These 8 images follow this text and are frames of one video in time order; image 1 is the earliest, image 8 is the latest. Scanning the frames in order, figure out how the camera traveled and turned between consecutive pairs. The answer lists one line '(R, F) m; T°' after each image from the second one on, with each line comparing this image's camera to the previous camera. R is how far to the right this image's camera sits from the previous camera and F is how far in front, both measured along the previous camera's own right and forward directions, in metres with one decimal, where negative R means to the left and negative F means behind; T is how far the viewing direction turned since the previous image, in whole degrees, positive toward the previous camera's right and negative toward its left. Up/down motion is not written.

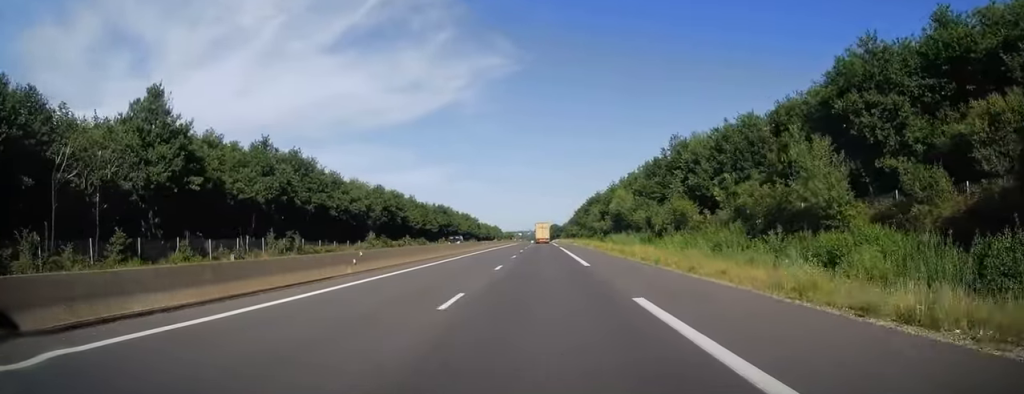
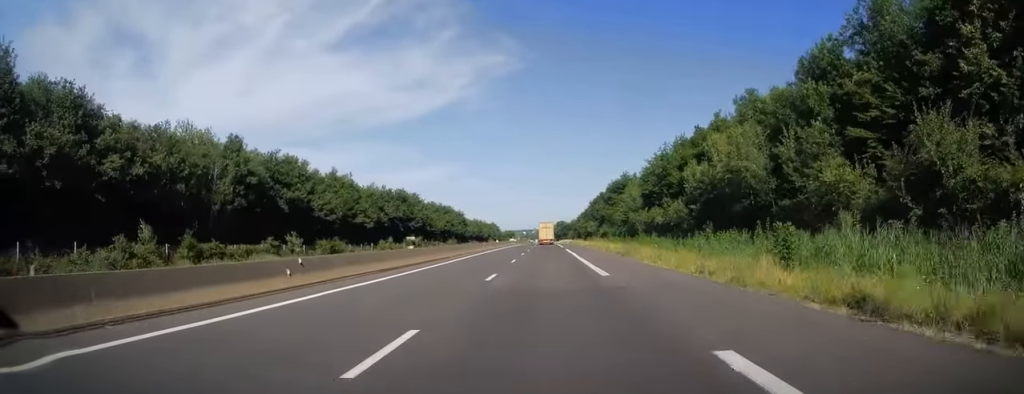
(0.0, +57.6) m; 0°
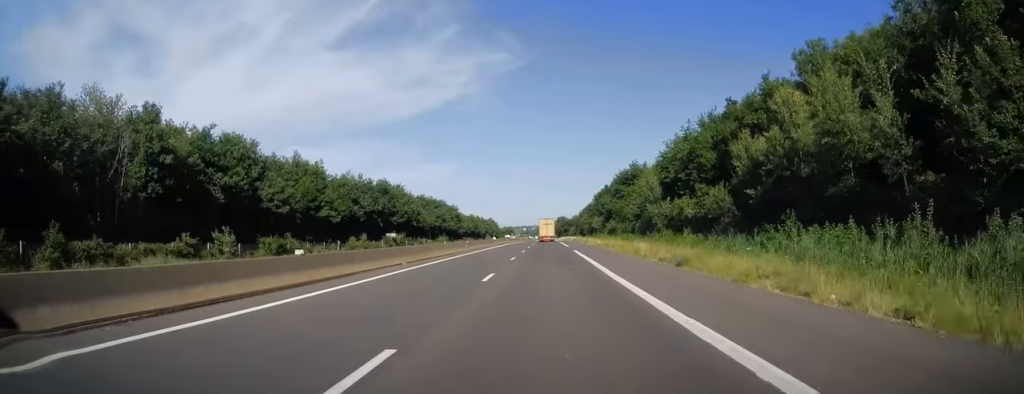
(0.0, +14.7) m; 0°
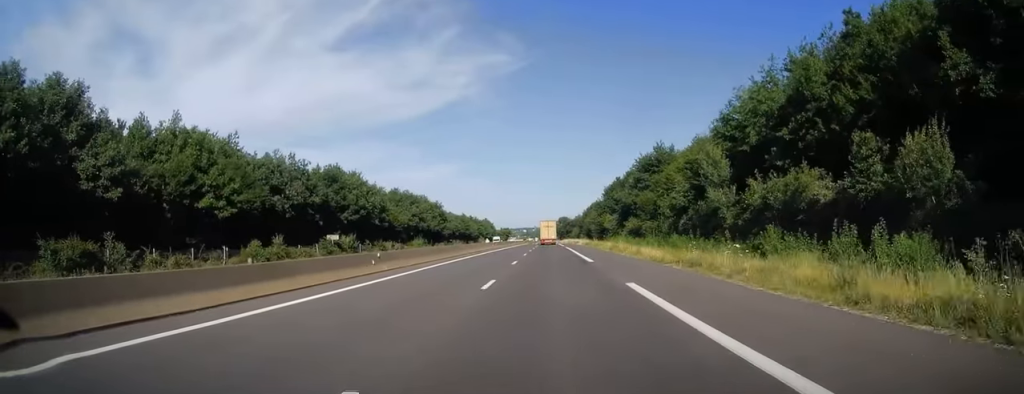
(0.0, +27.9) m; 0°
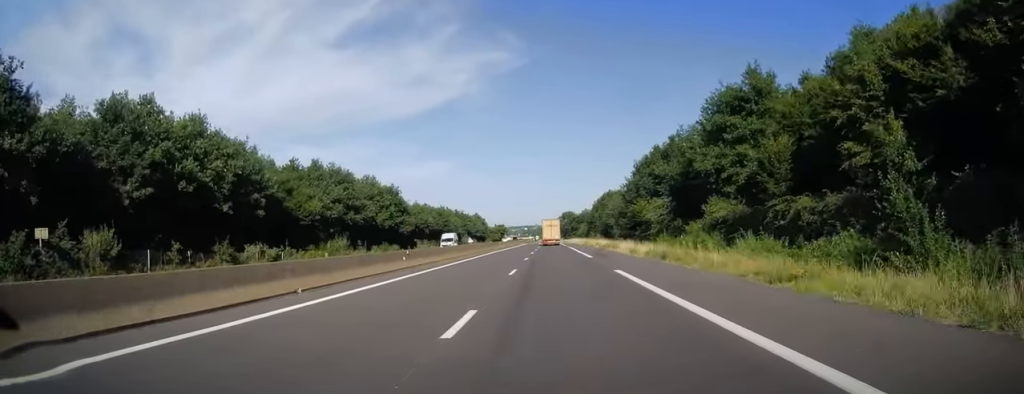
(0.0, +46.5) m; 0°
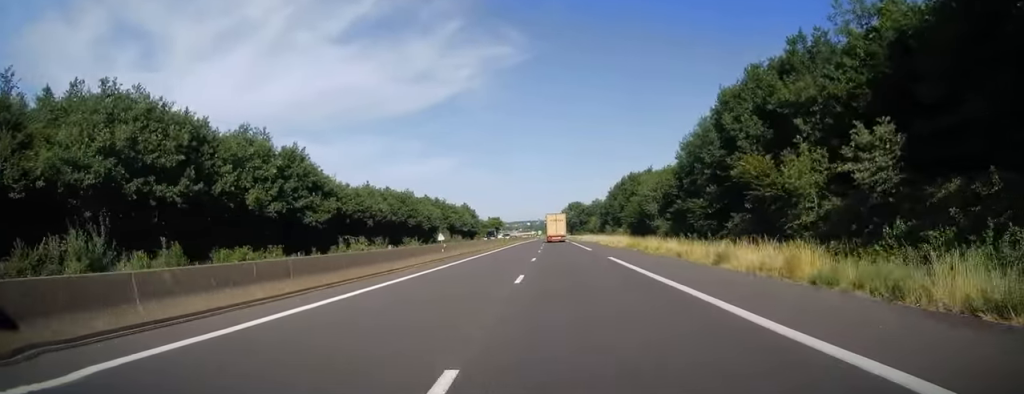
(-0.4, +44.1) m; -1°
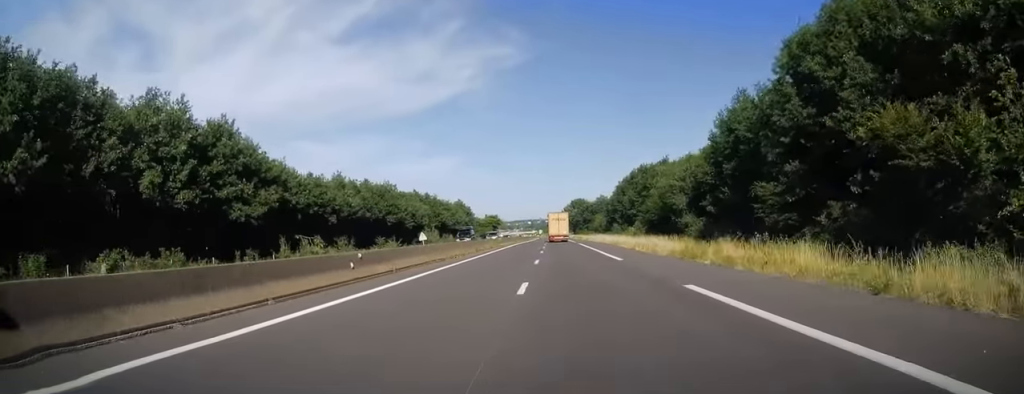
(-0.1, +15.9) m; 0°
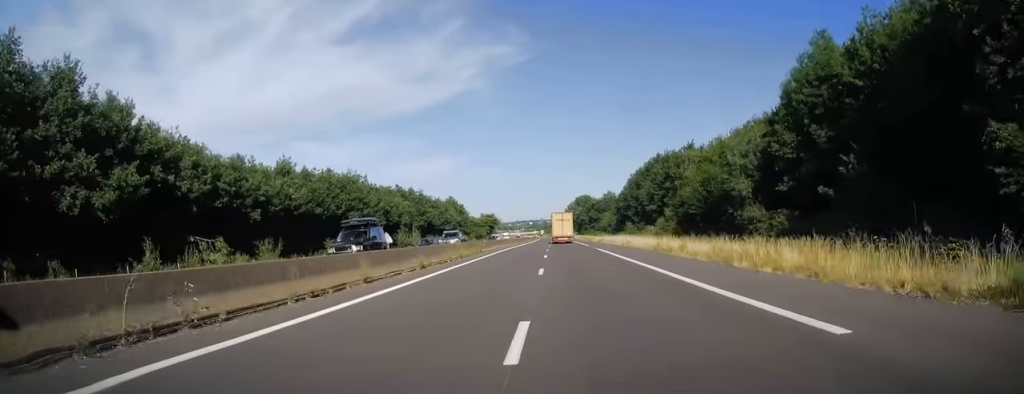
(+0.3, +20.1) m; 0°
